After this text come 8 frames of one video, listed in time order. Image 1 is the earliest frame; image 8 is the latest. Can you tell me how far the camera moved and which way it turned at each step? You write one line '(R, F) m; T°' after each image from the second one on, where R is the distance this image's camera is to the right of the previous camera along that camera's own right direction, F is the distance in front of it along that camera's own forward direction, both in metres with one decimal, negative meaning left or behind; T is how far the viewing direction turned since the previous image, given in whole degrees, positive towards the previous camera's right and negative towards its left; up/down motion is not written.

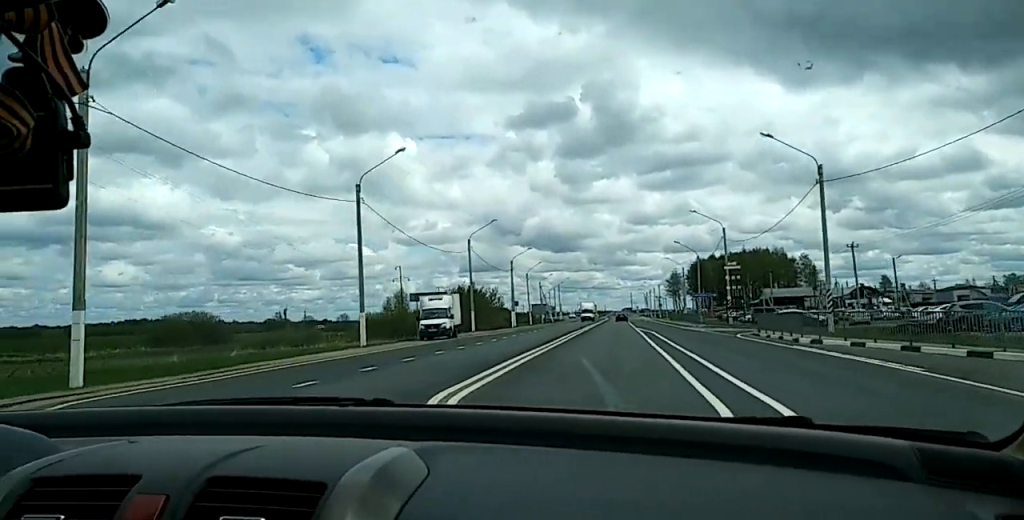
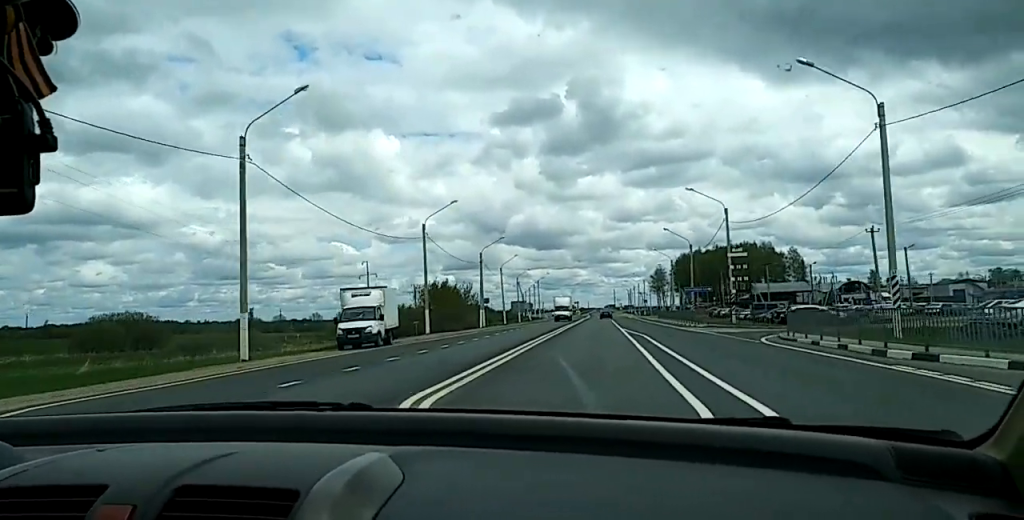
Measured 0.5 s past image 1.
(+0.1, +11.1) m; +1°
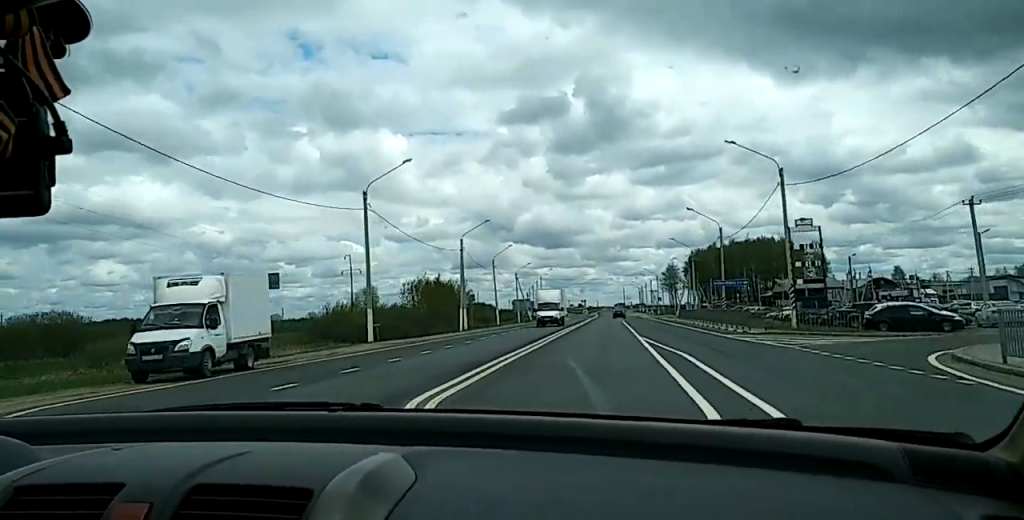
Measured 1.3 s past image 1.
(0.0, +17.2) m; 0°
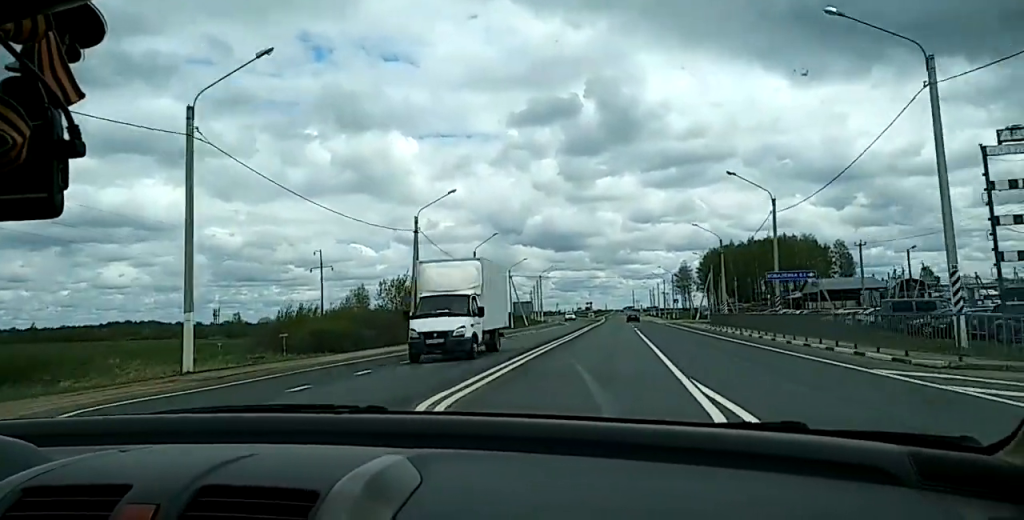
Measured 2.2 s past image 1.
(0.0, +19.9) m; 0°
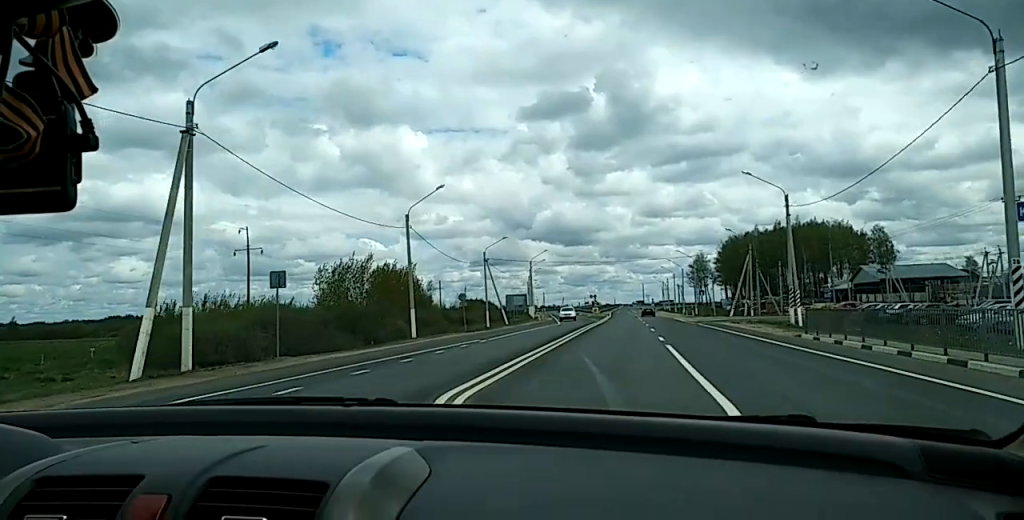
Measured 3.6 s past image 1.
(0.0, +29.5) m; 0°
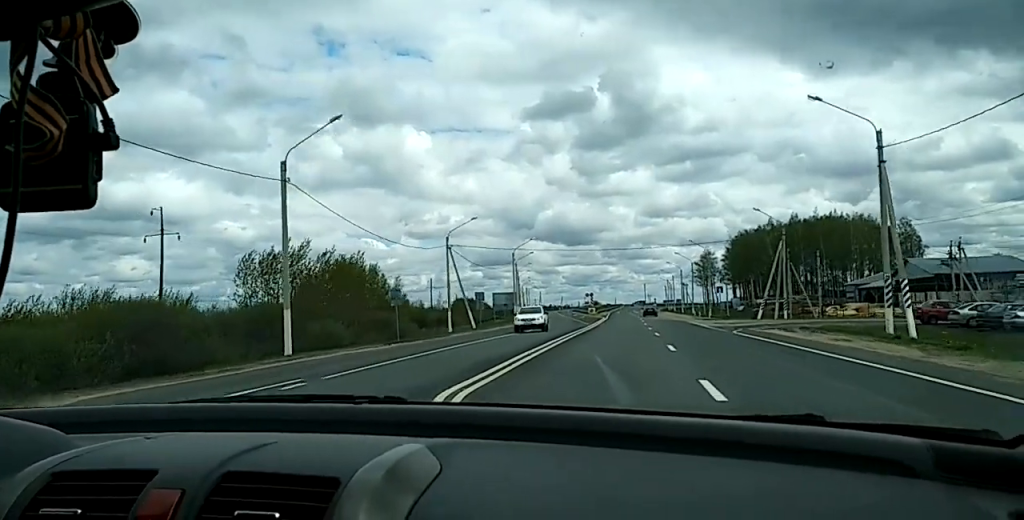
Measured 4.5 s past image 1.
(0.0, +19.9) m; 0°
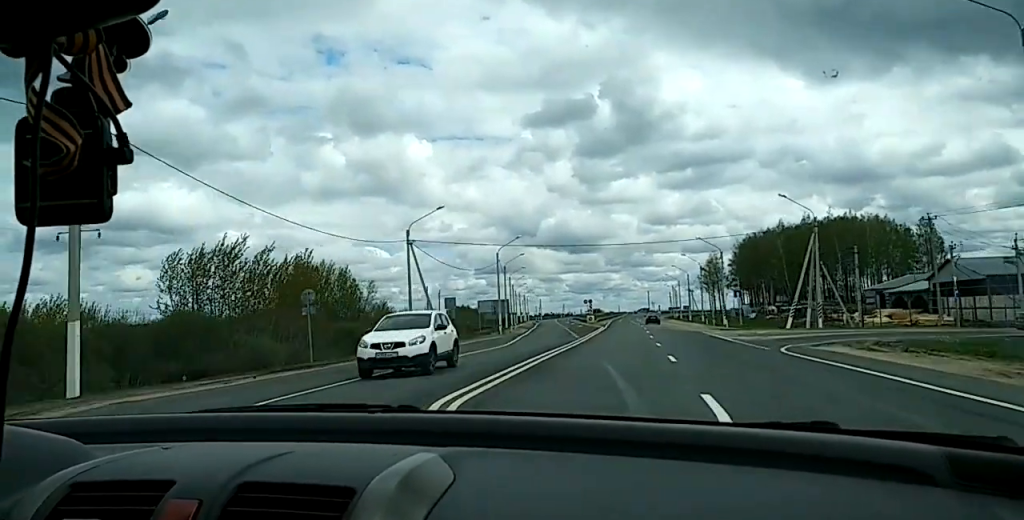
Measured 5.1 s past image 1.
(0.0, +13.0) m; 0°
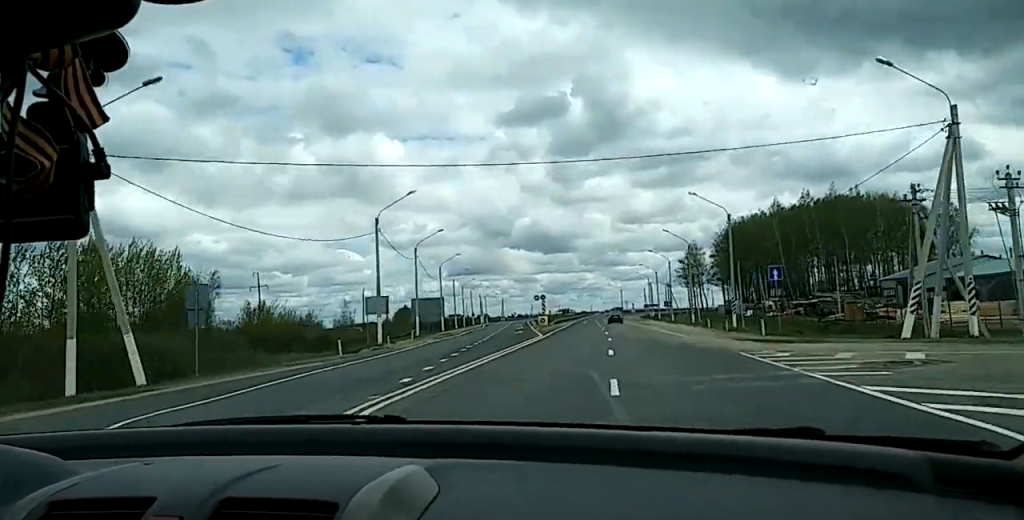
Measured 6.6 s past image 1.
(+0.3, +32.8) m; +2°
